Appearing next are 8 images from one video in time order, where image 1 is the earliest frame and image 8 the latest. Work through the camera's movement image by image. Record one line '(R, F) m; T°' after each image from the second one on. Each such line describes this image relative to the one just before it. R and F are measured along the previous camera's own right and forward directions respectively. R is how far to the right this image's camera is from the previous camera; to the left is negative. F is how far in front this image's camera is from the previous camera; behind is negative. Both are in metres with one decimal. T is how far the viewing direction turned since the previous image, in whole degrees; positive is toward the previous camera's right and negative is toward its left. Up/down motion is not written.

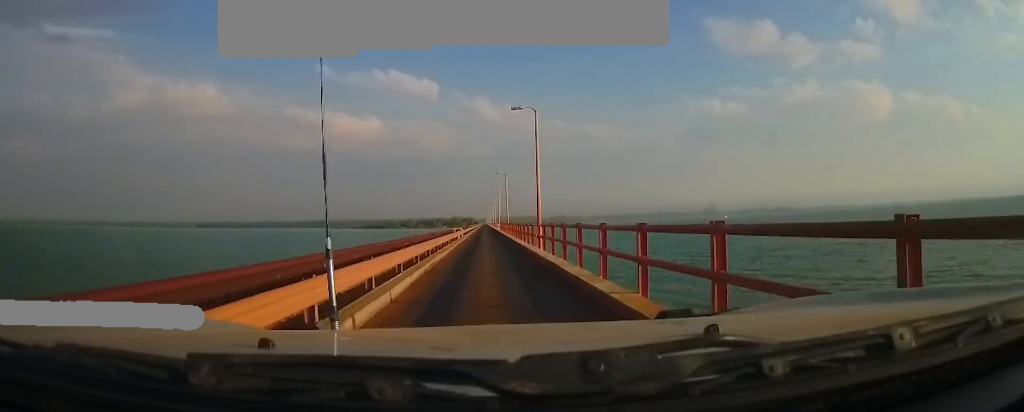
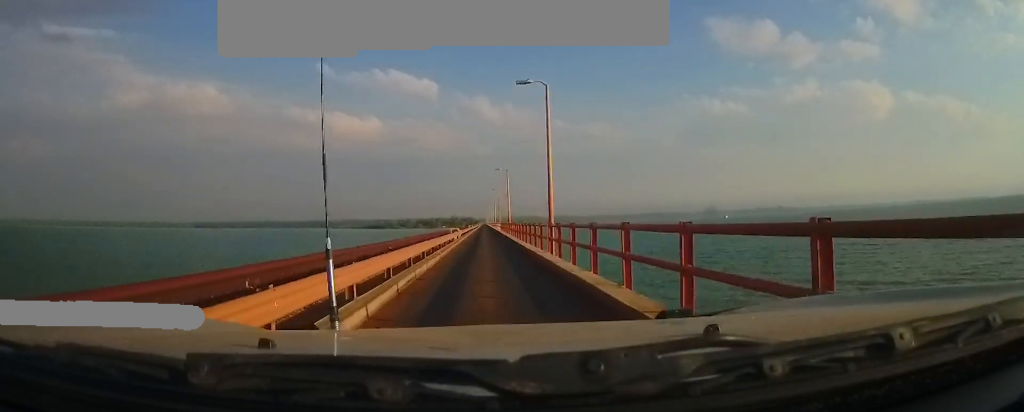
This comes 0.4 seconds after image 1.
(0.0, +5.4) m; 0°
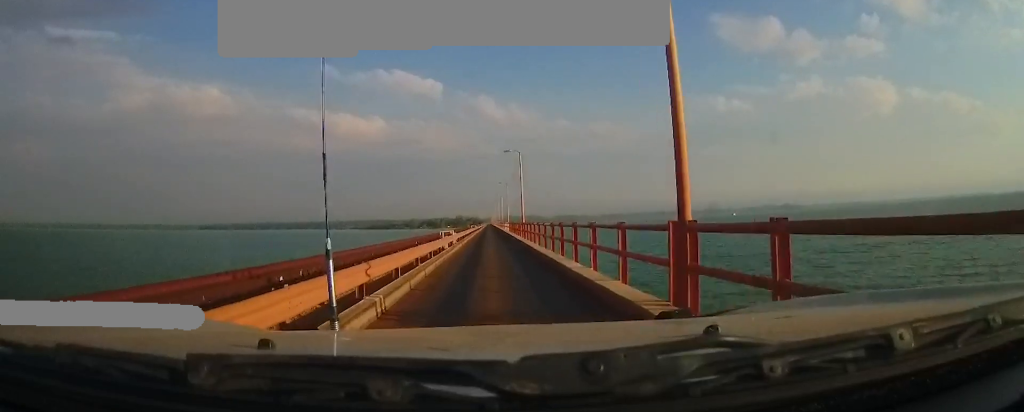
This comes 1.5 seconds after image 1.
(0.0, +14.6) m; +1°
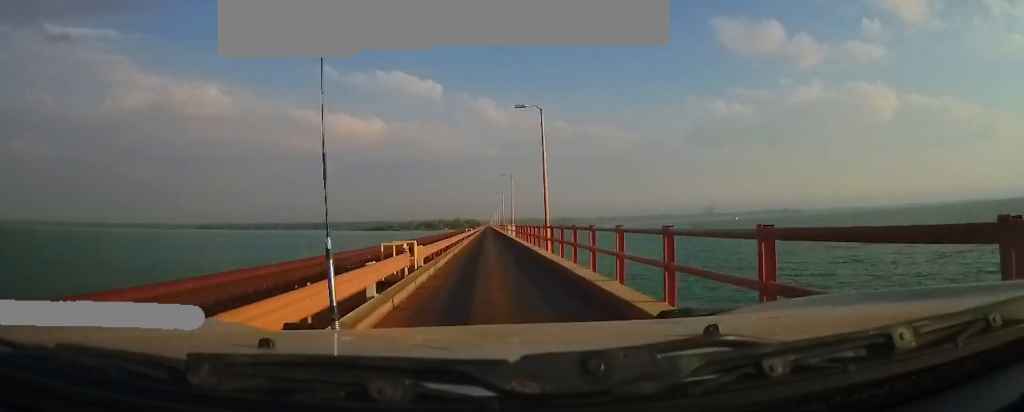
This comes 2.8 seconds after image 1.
(+0.5, +18.2) m; -1°
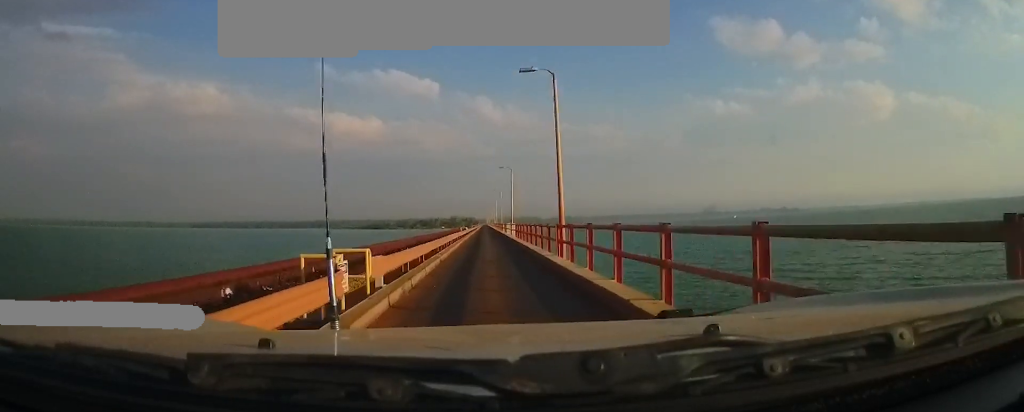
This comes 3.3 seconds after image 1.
(-0.3, +6.6) m; -1°
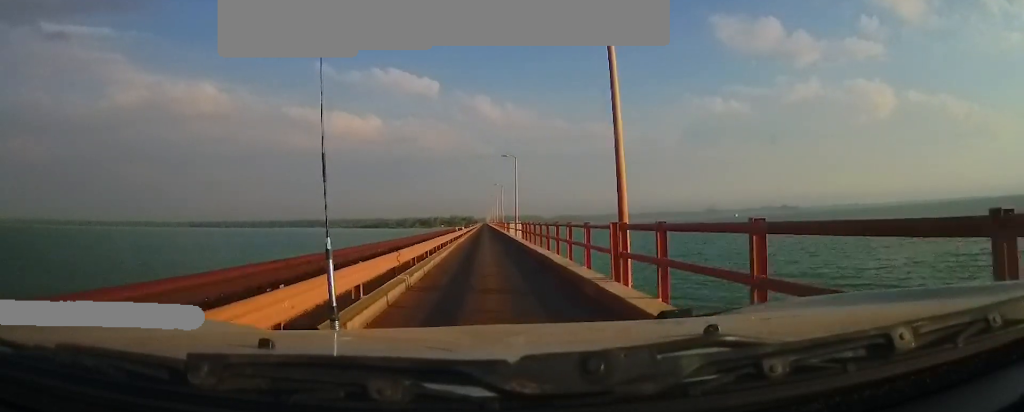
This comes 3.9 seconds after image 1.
(-0.5, +9.1) m; -1°
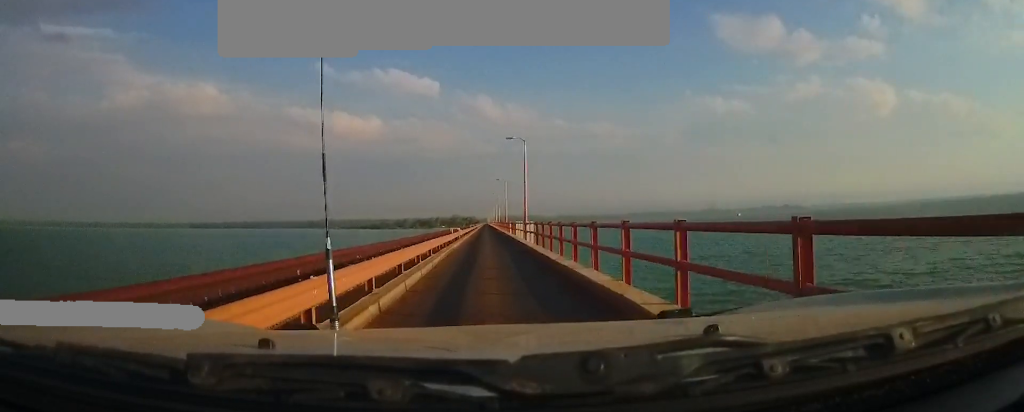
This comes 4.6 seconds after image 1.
(+0.3, +10.3) m; +1°
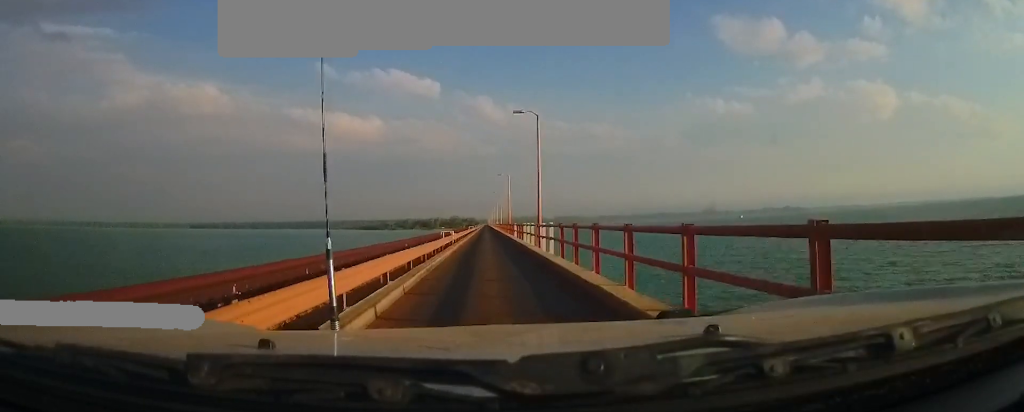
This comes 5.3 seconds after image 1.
(+0.1, +9.6) m; 0°
